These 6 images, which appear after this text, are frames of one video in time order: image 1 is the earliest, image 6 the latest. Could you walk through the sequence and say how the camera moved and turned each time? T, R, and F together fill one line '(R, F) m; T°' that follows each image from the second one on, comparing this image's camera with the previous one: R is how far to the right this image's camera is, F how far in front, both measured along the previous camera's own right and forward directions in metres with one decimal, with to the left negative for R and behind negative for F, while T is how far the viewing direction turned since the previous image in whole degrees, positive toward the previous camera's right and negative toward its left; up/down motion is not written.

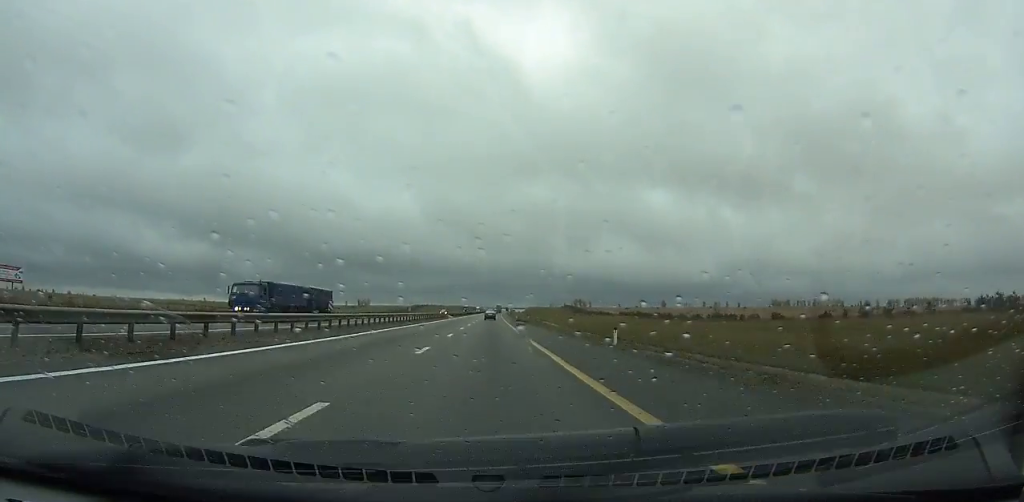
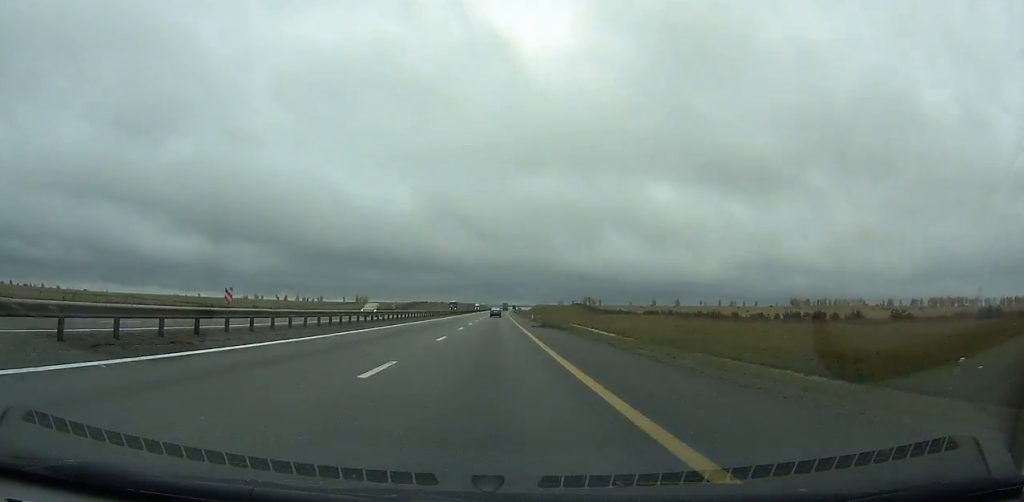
(-0.1, +42.4) m; 0°
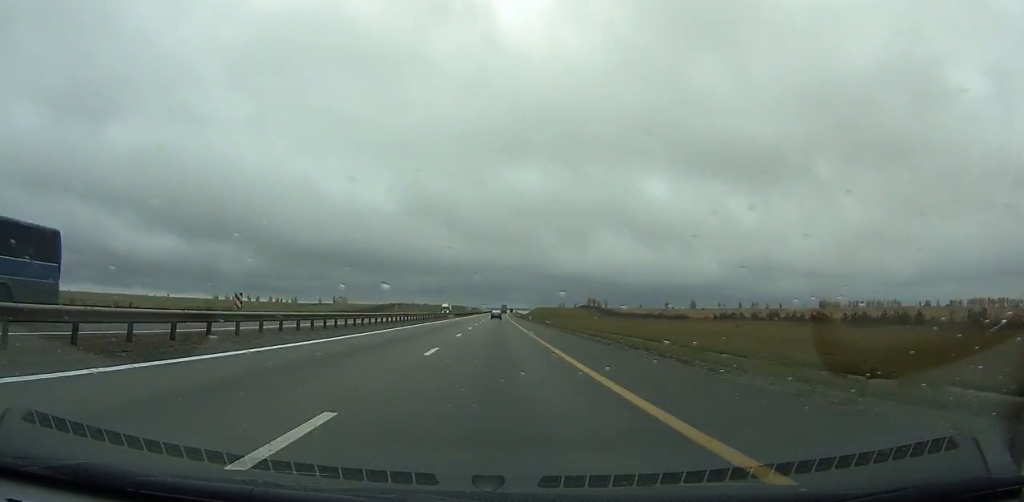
(-0.6, +90.5) m; 0°
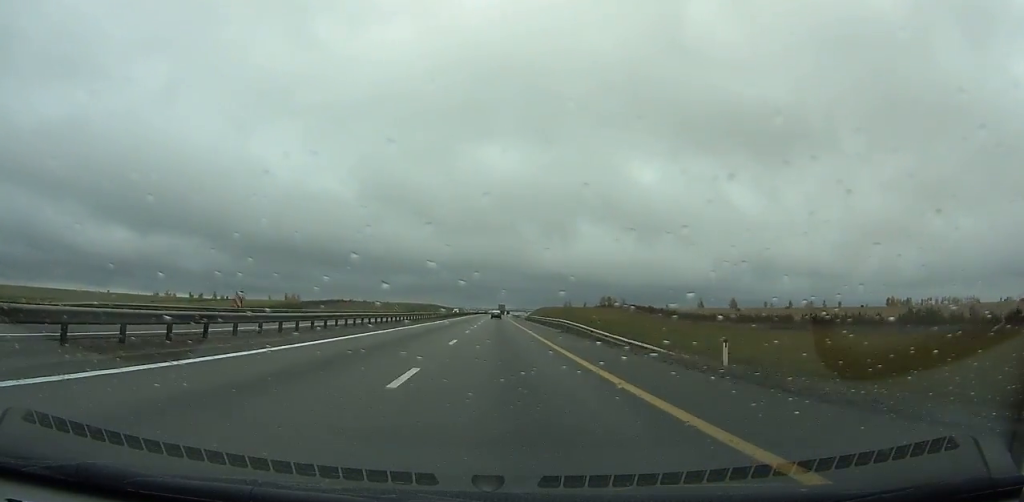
(+1.4, +151.1) m; +1°
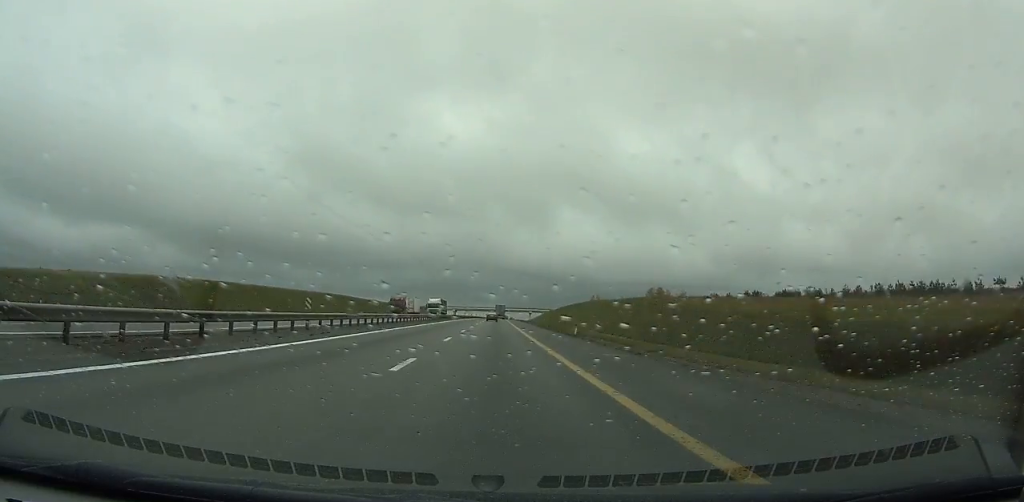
(+2.3, +203.0) m; +1°
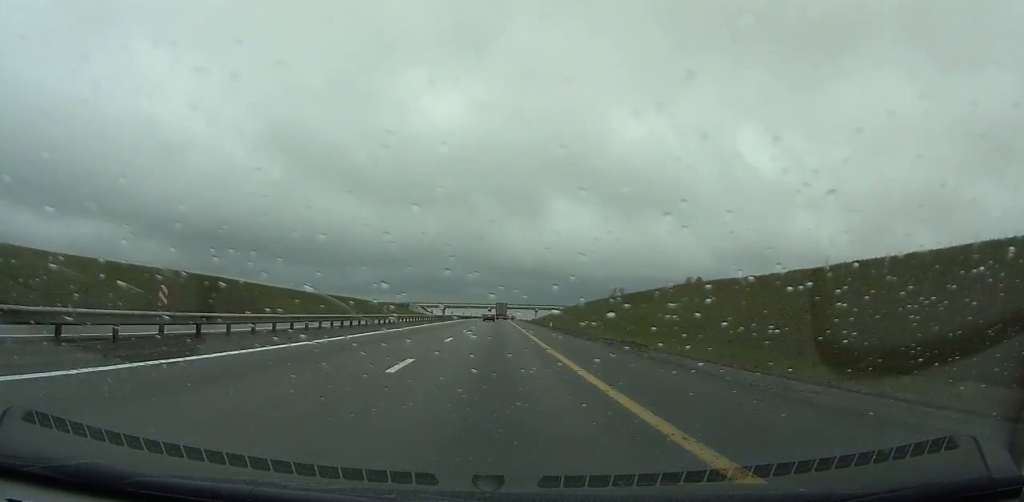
(+0.2, +75.0) m; 0°
